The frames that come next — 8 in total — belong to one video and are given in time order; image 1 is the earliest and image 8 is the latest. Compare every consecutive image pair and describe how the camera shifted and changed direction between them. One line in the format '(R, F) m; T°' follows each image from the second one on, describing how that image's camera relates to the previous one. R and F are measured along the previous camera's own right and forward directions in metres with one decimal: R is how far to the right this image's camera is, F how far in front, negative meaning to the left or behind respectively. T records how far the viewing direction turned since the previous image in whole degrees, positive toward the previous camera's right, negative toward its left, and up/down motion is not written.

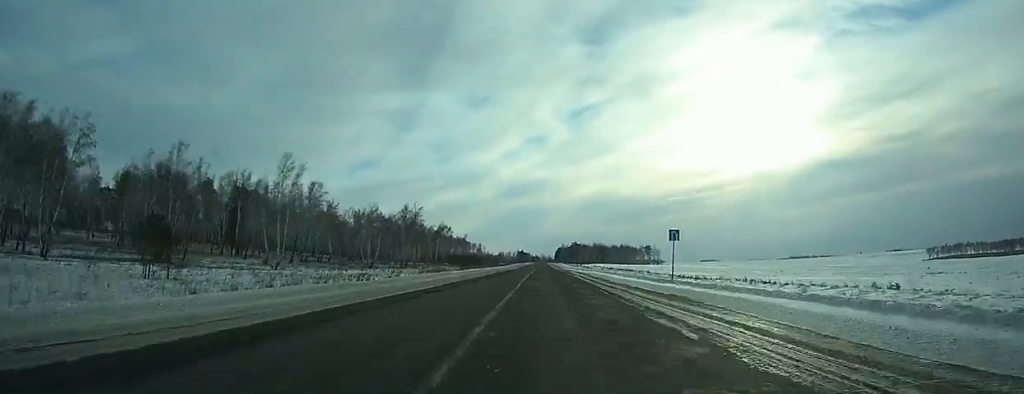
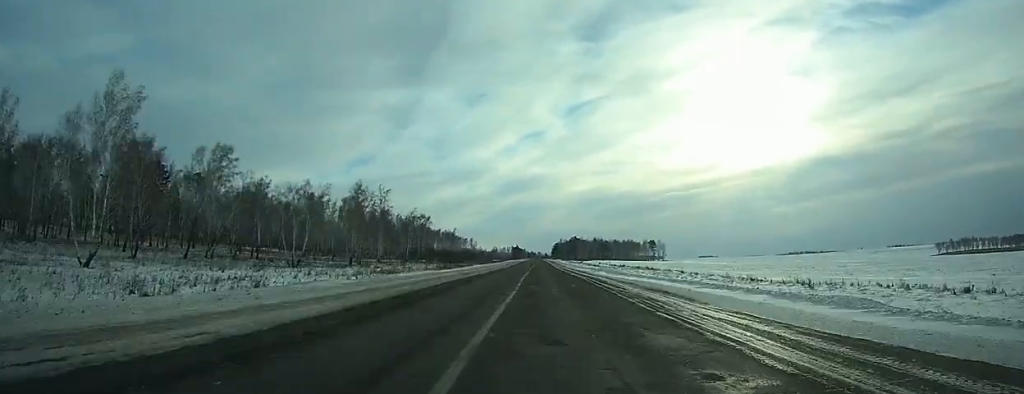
(+0.1, +40.9) m; 0°
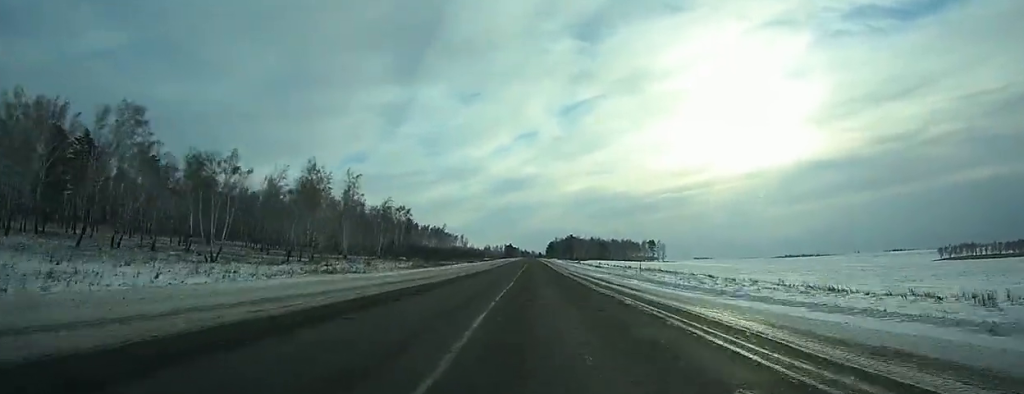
(0.0, +23.8) m; 0°
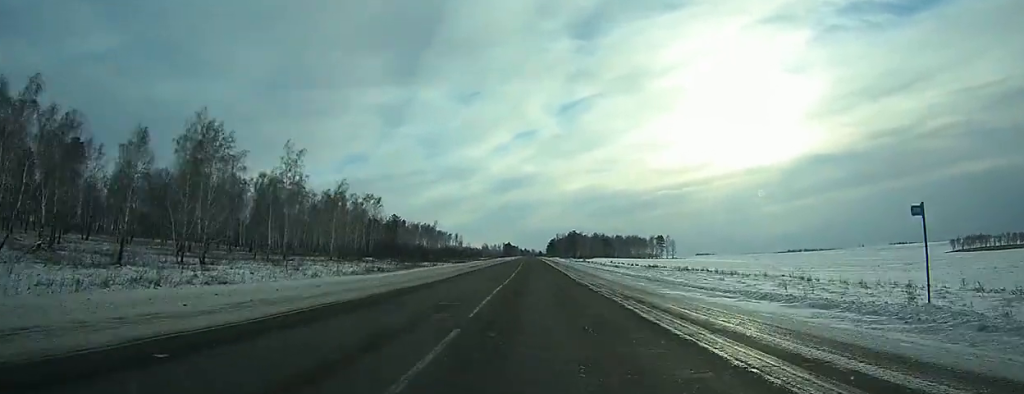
(+0.1, +33.2) m; 0°
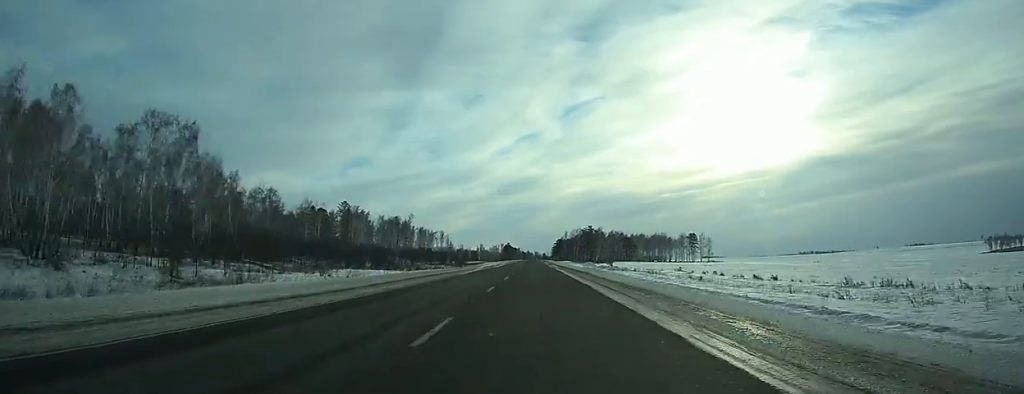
(0.0, +83.9) m; 0°
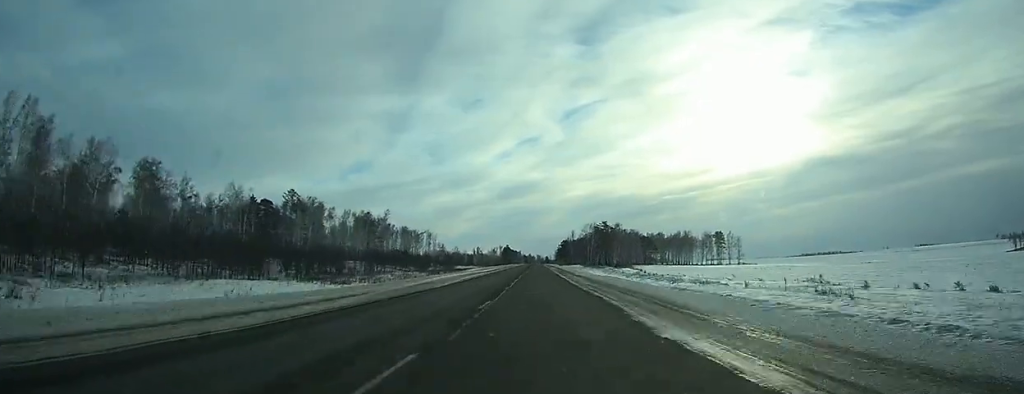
(0.0, +53.9) m; 0°
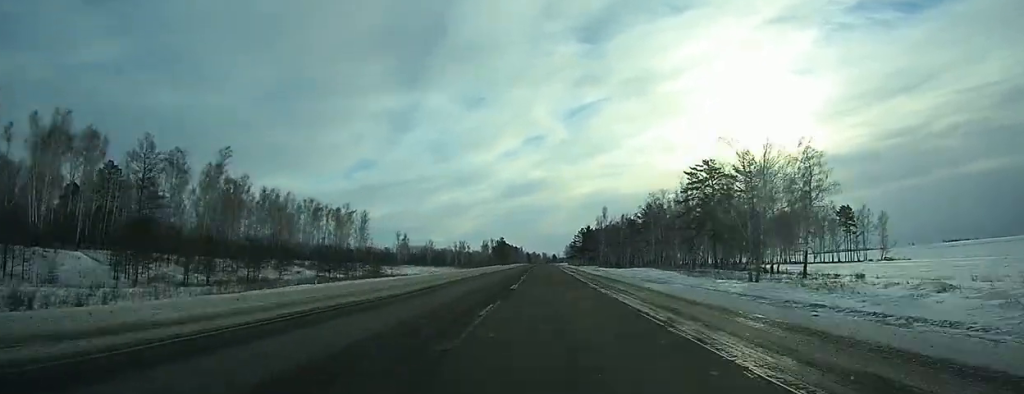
(-0.3, +135.8) m; 0°
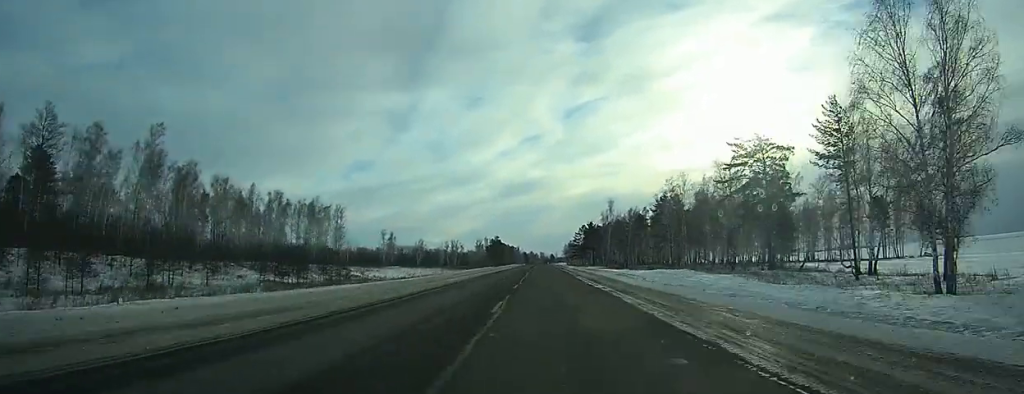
(0.0, +21.7) m; 0°
